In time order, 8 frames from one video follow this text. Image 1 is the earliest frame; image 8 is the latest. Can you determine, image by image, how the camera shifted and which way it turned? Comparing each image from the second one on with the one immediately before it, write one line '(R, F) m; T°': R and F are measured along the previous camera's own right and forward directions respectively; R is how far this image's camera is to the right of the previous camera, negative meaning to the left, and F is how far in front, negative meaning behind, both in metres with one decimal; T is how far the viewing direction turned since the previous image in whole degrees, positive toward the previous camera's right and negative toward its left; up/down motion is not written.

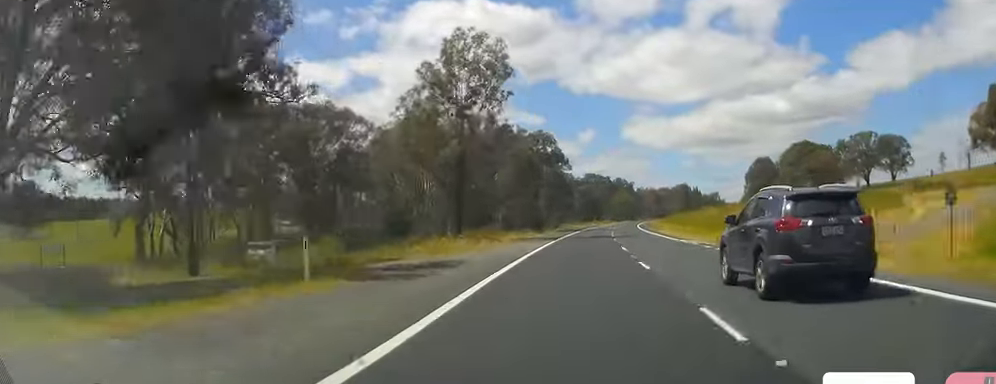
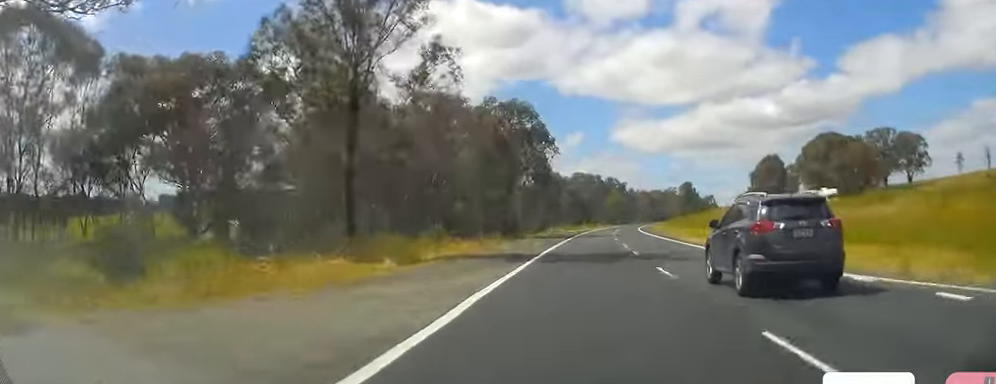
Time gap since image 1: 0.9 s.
(0.0, +26.3) m; 0°
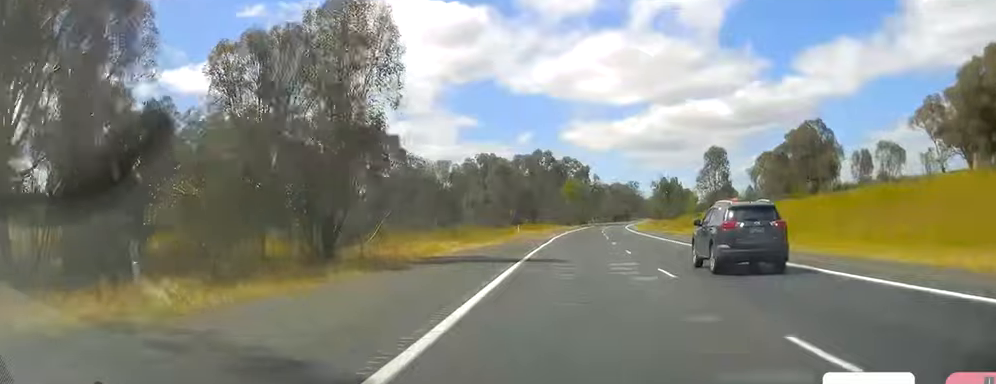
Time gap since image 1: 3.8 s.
(+3.0, +83.6) m; +4°
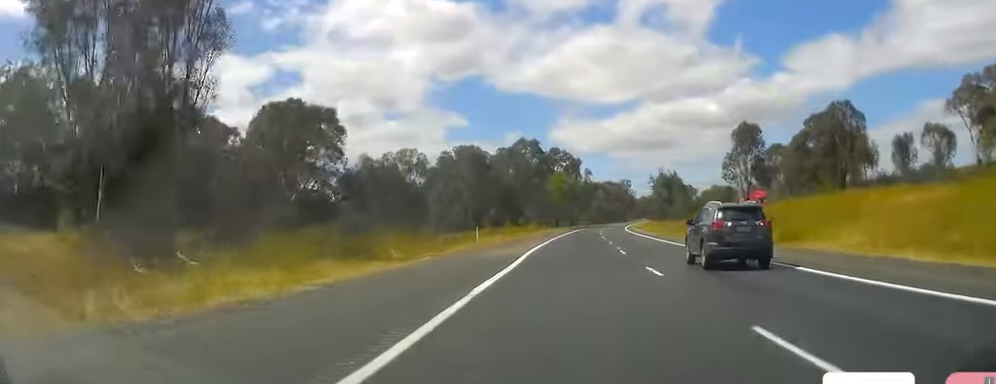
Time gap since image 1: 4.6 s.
(+0.2, +23.1) m; +1°
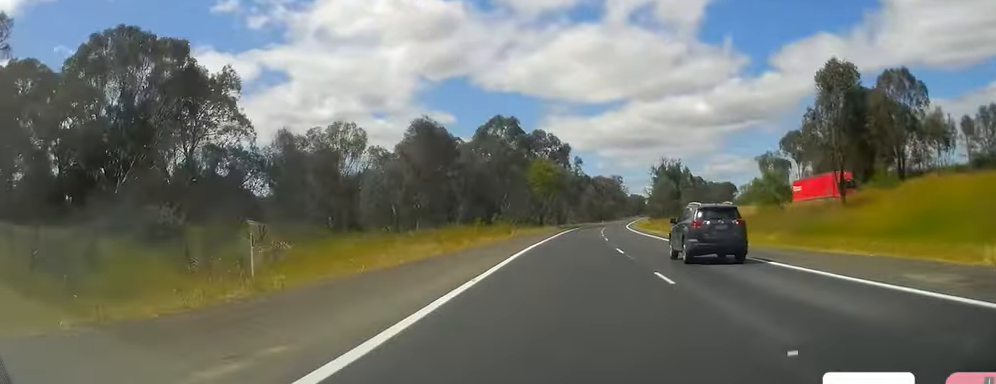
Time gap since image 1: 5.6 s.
(+0.7, +29.8) m; +2°
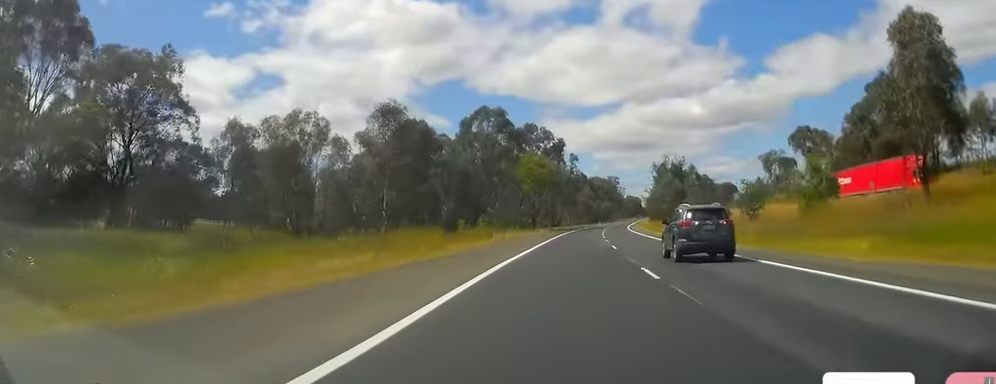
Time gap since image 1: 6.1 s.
(+0.4, +12.5) m; 0°
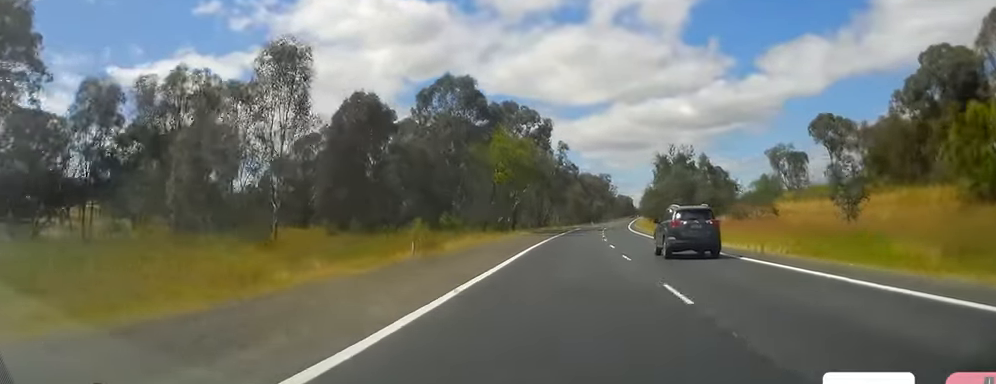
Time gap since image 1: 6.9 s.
(-0.5, +23.1) m; 0°
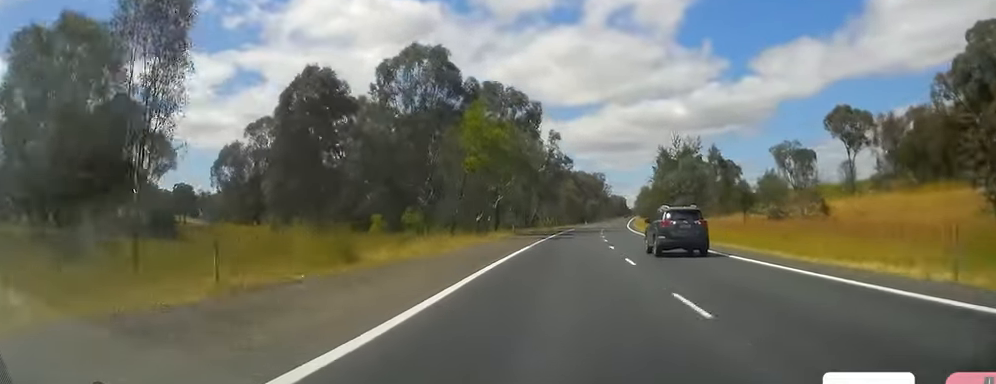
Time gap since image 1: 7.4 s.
(0.0, +14.5) m; 0°
